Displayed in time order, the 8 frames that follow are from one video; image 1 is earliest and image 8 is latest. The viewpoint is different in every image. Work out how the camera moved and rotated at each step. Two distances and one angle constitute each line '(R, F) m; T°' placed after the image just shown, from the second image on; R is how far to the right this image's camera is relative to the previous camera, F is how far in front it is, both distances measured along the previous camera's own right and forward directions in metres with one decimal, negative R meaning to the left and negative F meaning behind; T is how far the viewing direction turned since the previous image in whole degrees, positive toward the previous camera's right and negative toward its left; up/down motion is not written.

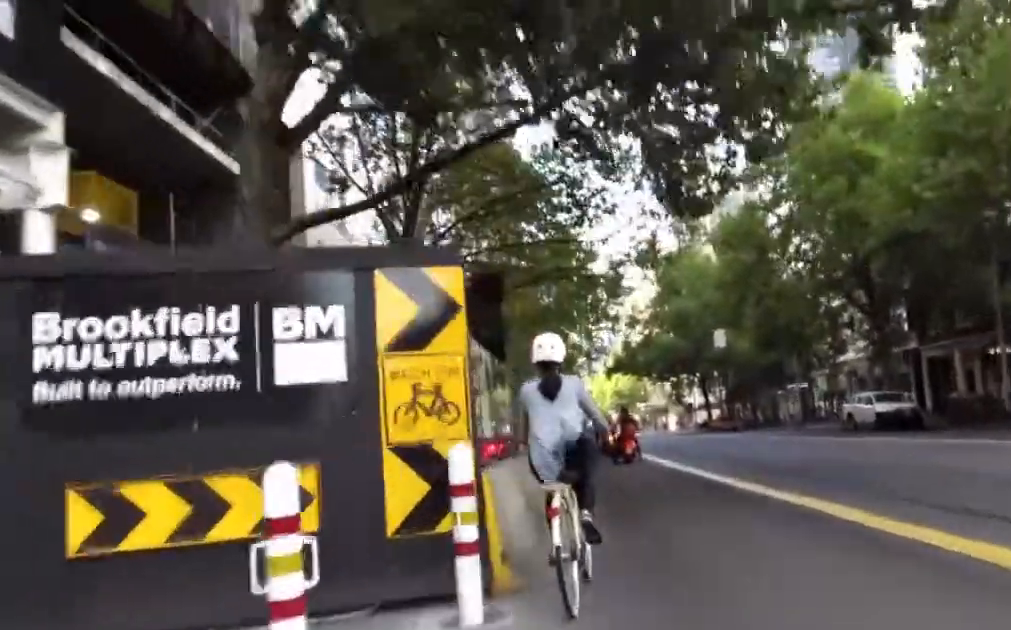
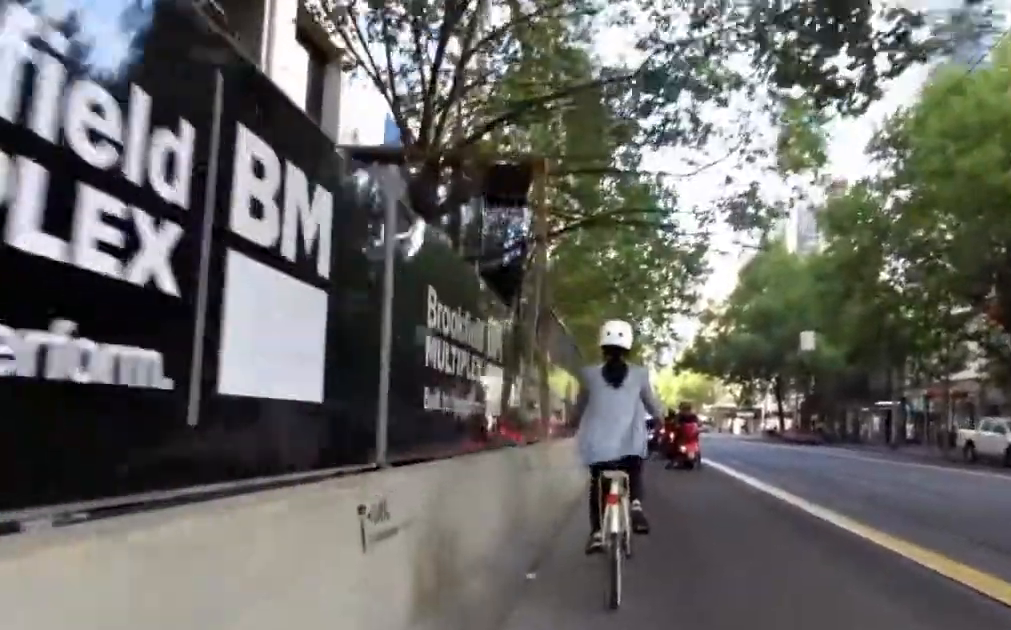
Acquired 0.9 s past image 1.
(-0.2, +4.6) m; -11°
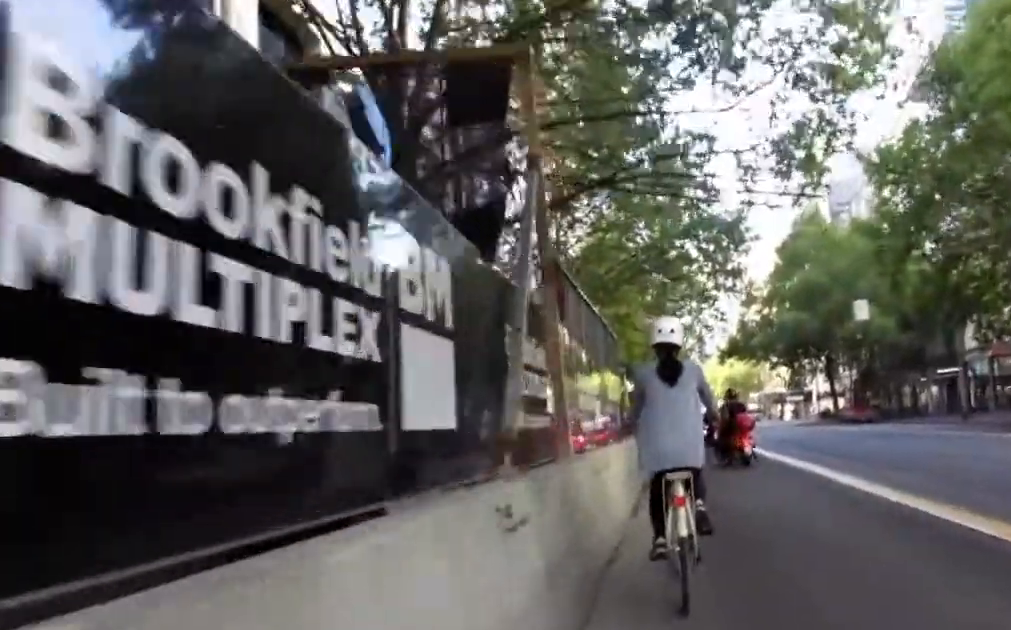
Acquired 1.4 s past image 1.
(-0.5, +2.1) m; -2°
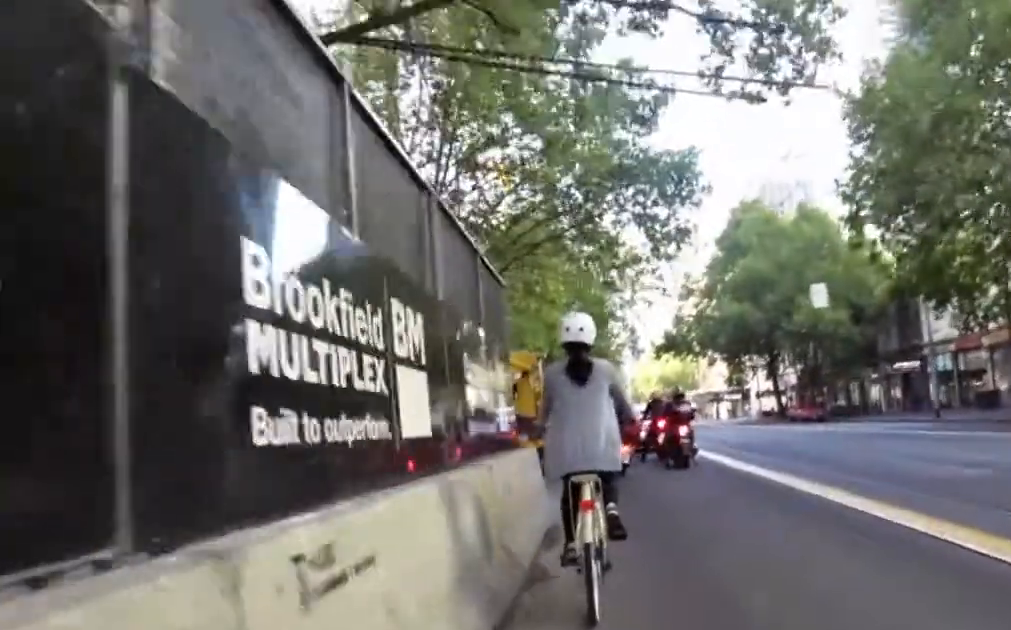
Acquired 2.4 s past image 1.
(+0.2, +4.2) m; +10°
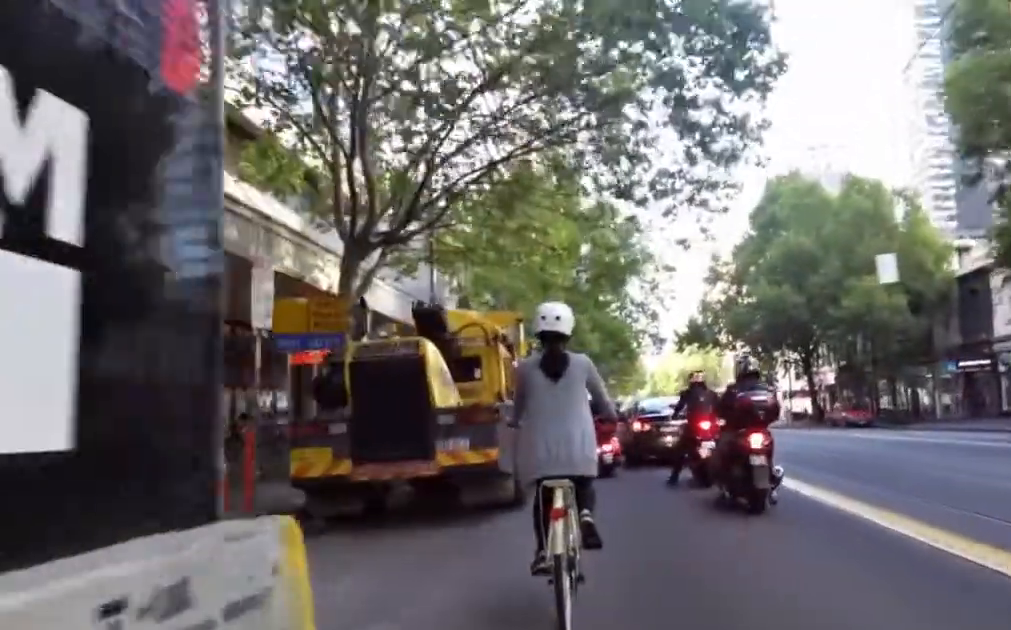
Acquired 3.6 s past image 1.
(+0.6, +5.0) m; +10°
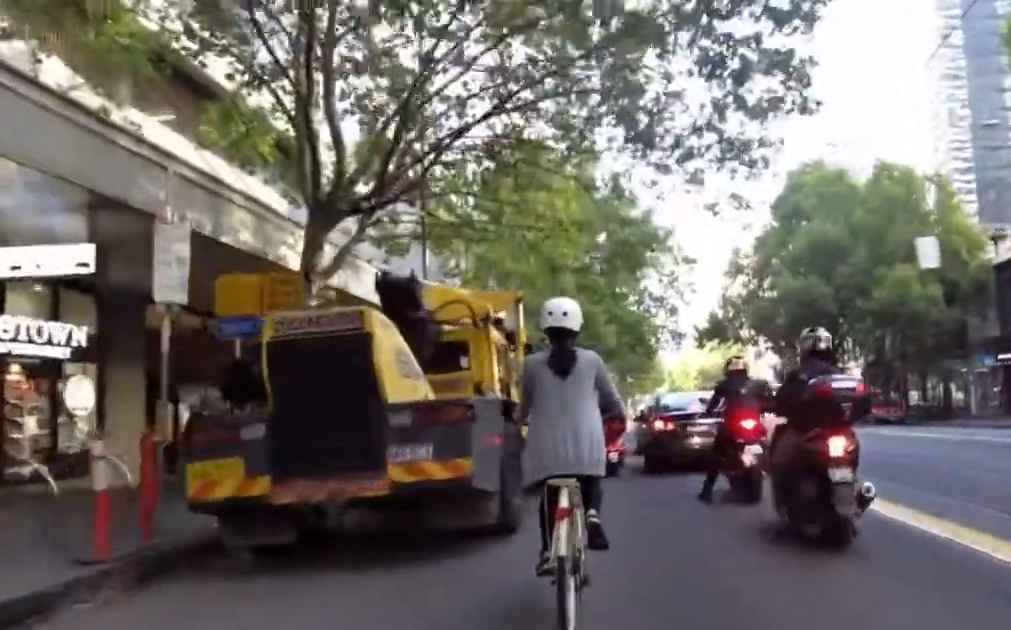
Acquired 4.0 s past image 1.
(+0.1, +1.9) m; +3°
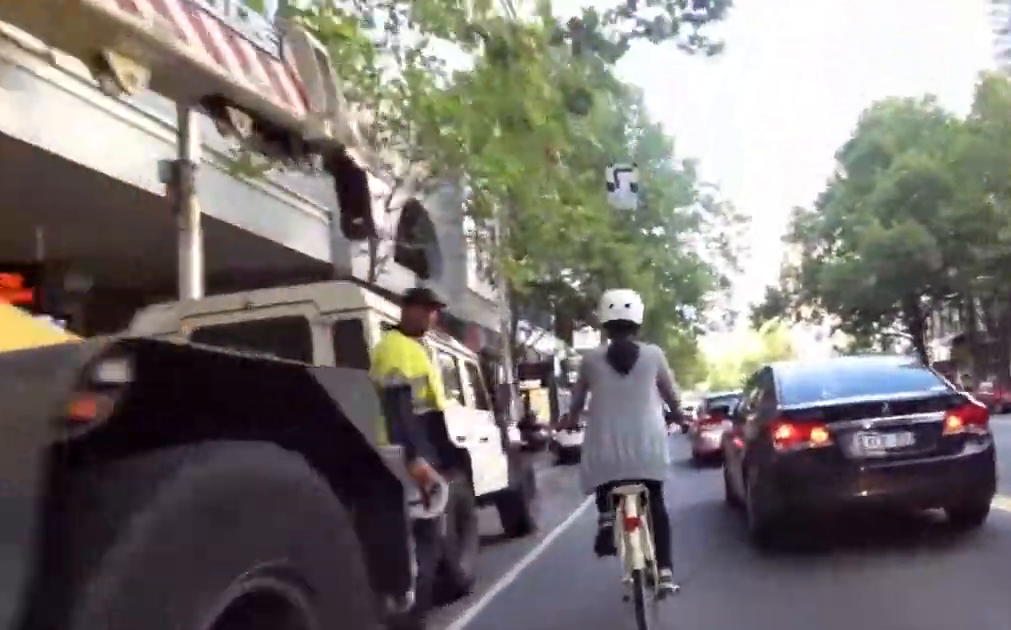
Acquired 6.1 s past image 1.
(+0.8, +9.7) m; +2°
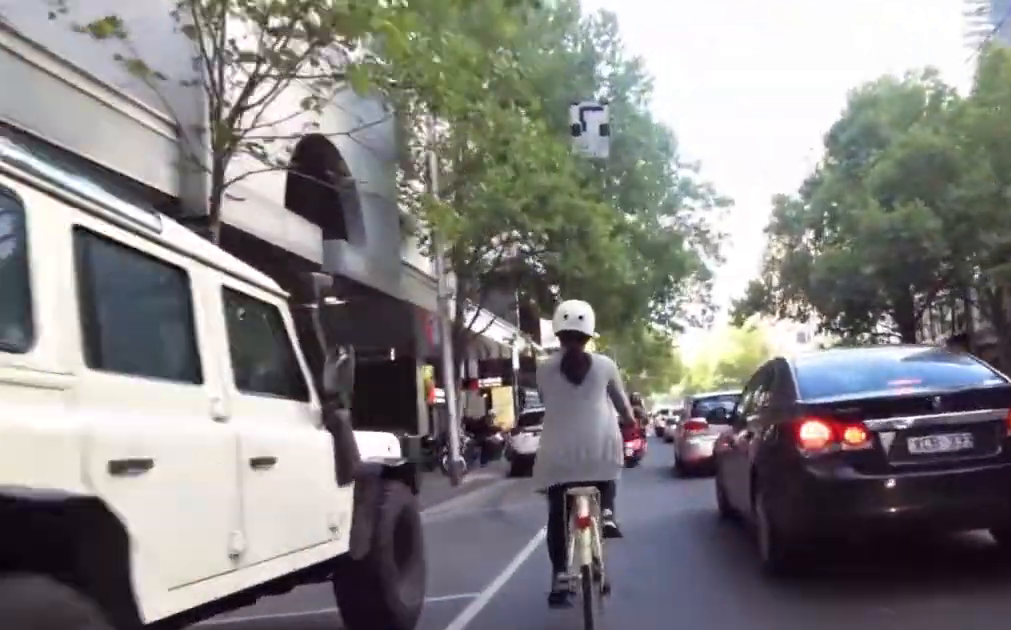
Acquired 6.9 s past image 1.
(-0.2, +3.8) m; -3°
